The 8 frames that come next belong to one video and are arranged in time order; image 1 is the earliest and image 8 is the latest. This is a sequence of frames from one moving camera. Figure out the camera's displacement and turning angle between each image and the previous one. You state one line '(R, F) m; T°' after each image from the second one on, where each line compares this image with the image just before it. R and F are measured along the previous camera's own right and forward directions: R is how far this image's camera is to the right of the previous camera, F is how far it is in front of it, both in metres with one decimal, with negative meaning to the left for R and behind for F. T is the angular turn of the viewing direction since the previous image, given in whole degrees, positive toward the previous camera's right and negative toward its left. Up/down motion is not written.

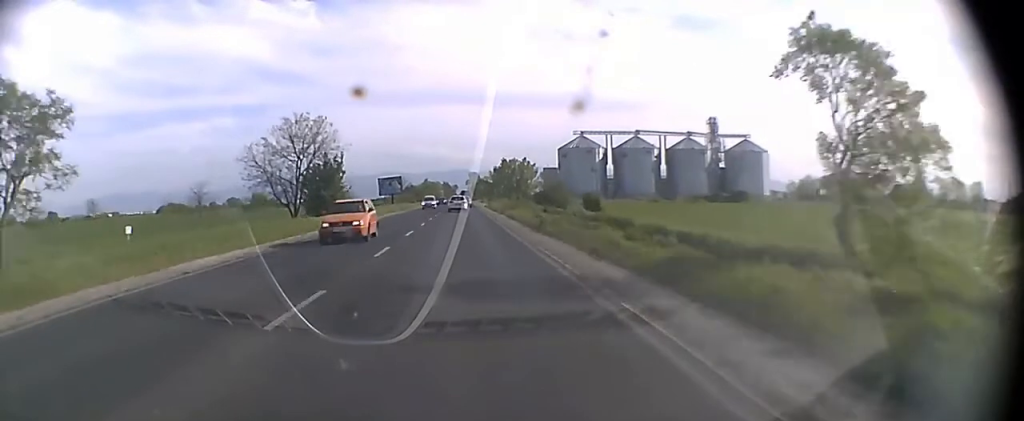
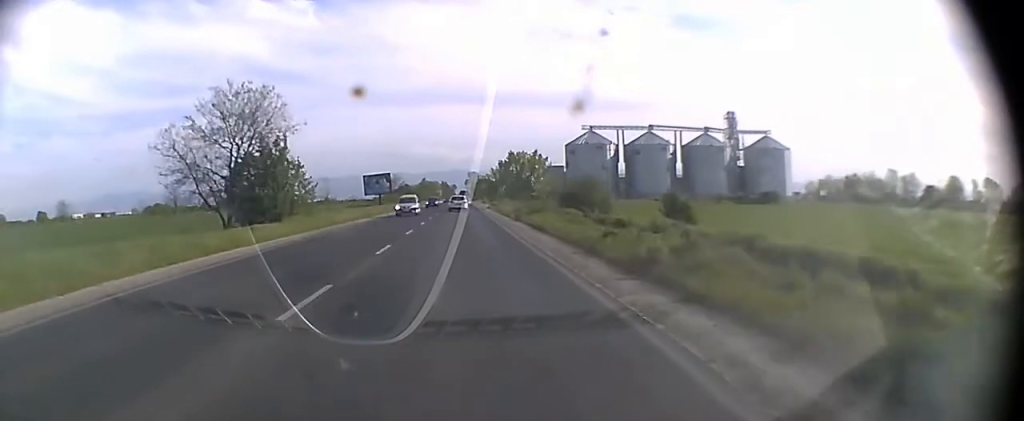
(0.0, +17.3) m; 0°
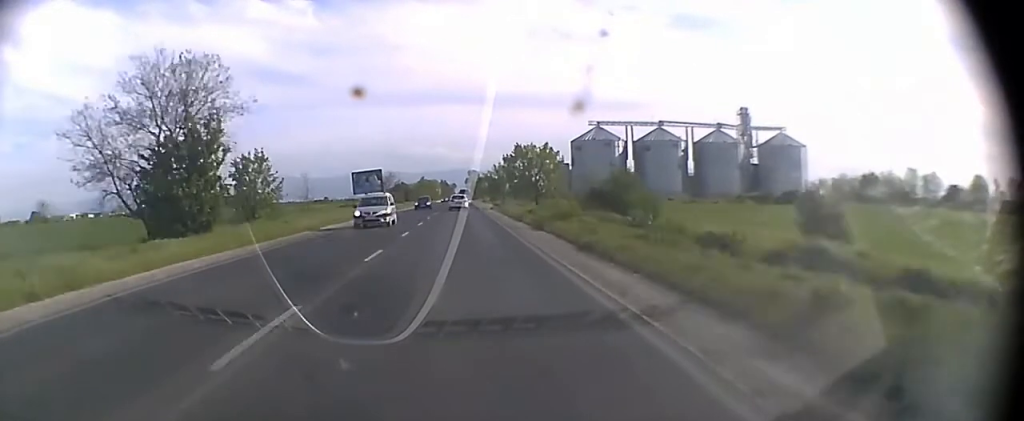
(0.0, +10.9) m; 0°
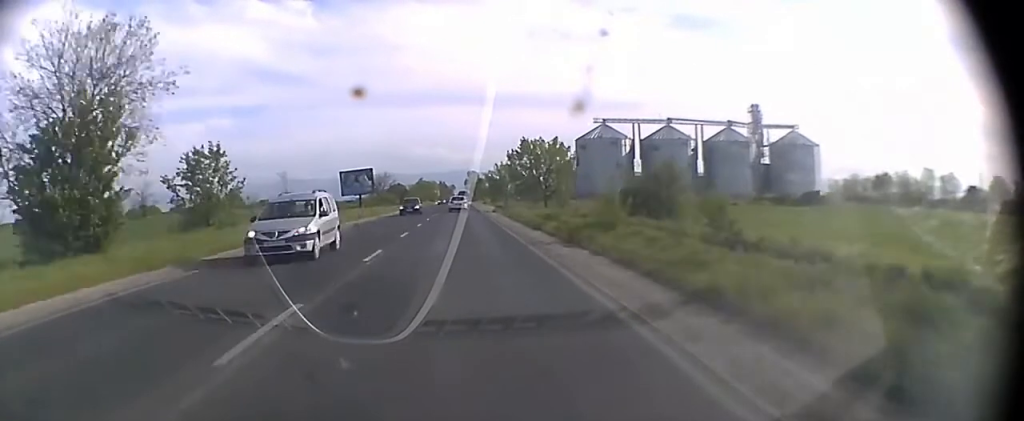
(0.0, +8.8) m; 0°
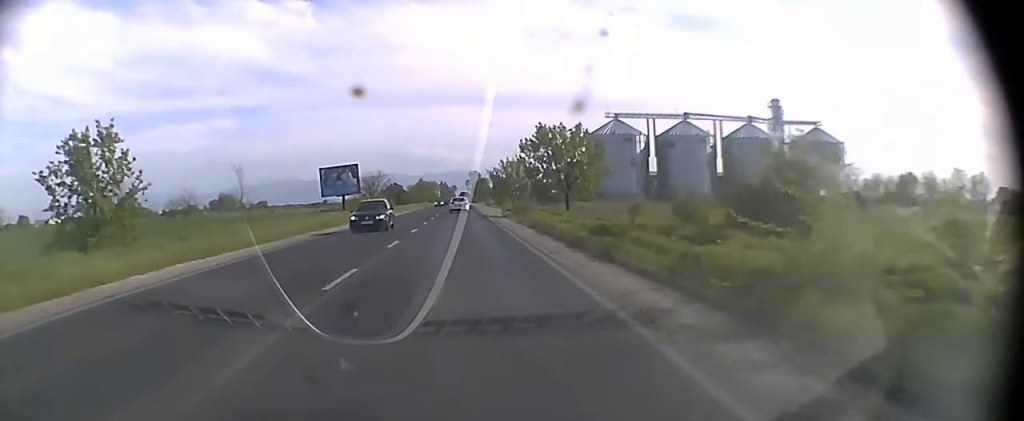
(0.0, +13.2) m; 0°
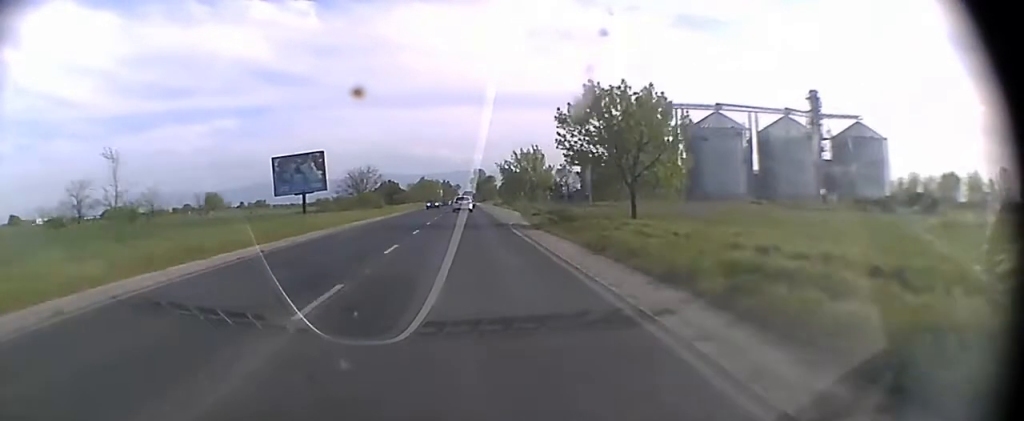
(0.0, +20.1) m; 0°
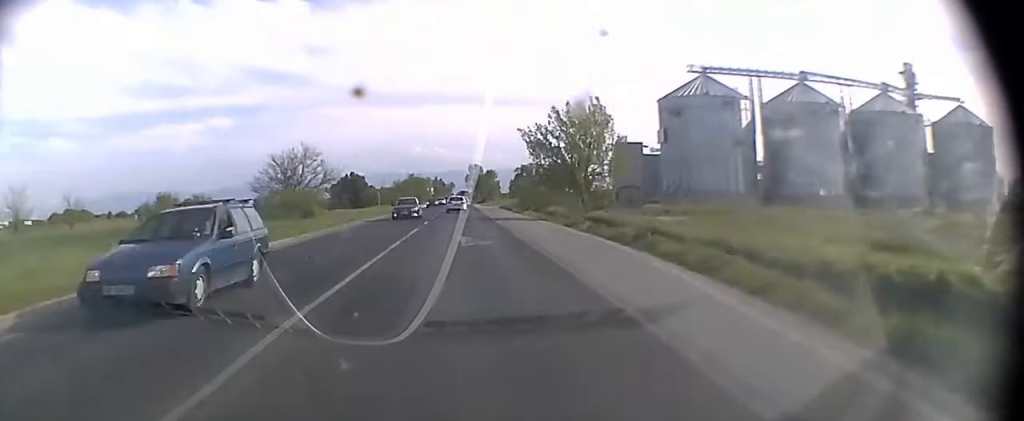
(0.0, +43.1) m; 0°
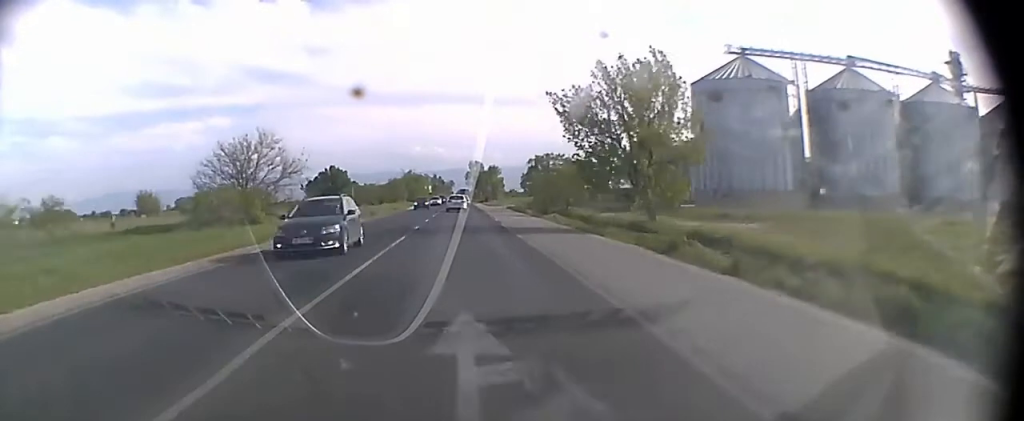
(0.0, +16.1) m; 0°
